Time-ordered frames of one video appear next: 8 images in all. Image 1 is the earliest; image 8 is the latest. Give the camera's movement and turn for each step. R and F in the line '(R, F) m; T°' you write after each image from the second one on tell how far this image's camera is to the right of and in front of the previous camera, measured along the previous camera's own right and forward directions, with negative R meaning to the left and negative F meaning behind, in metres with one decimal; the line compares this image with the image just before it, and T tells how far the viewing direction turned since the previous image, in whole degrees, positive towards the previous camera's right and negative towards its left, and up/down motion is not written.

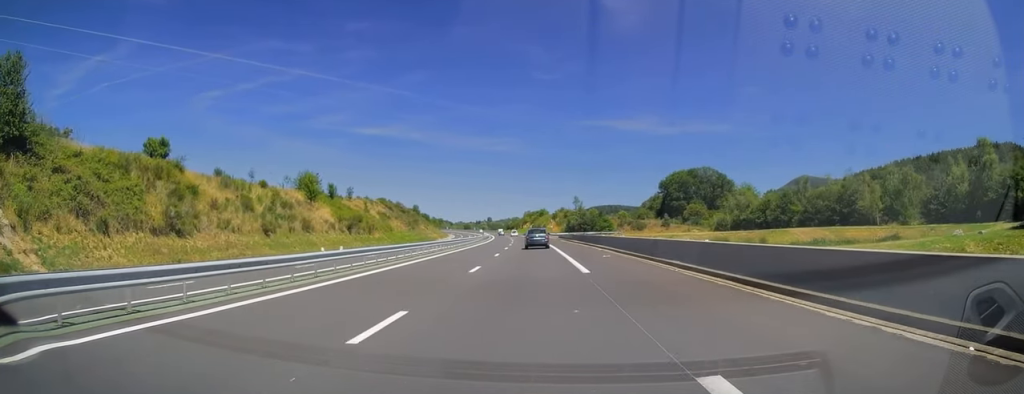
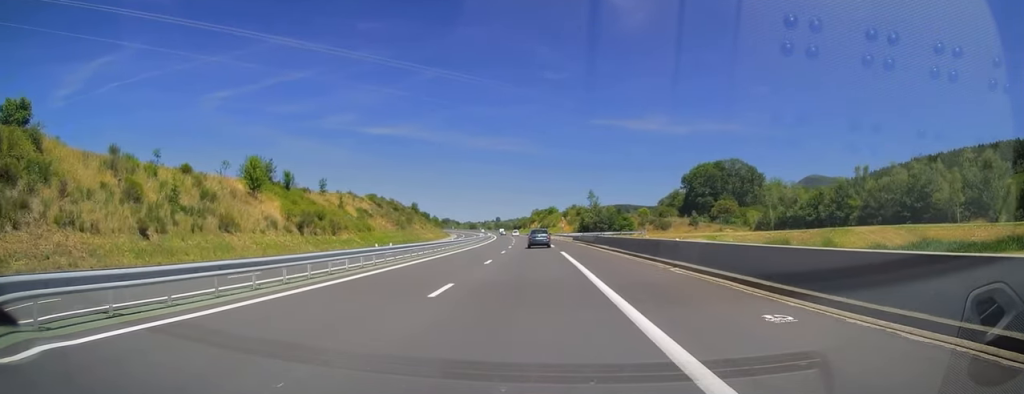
(0.0, +20.7) m; -1°
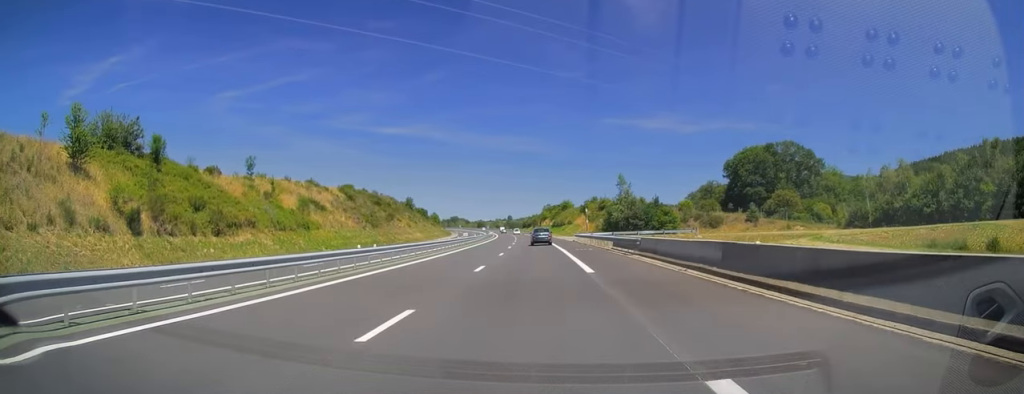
(-0.5, +31.5) m; -2°
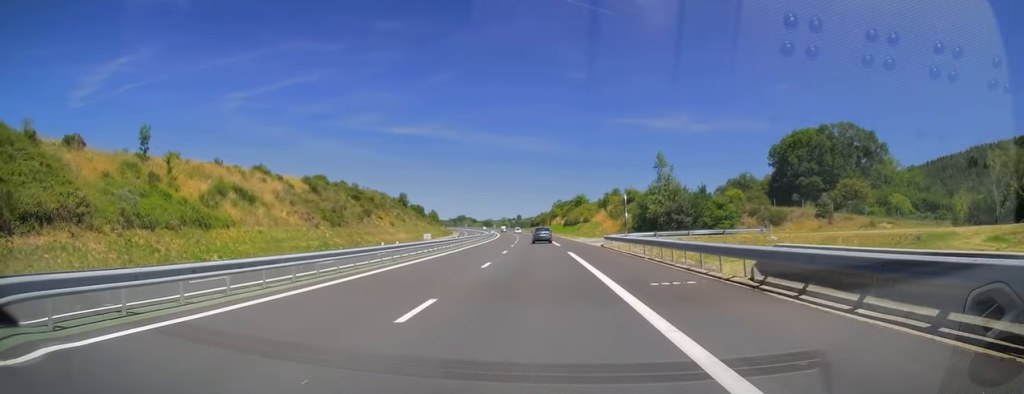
(-0.3, +24.7) m; -1°
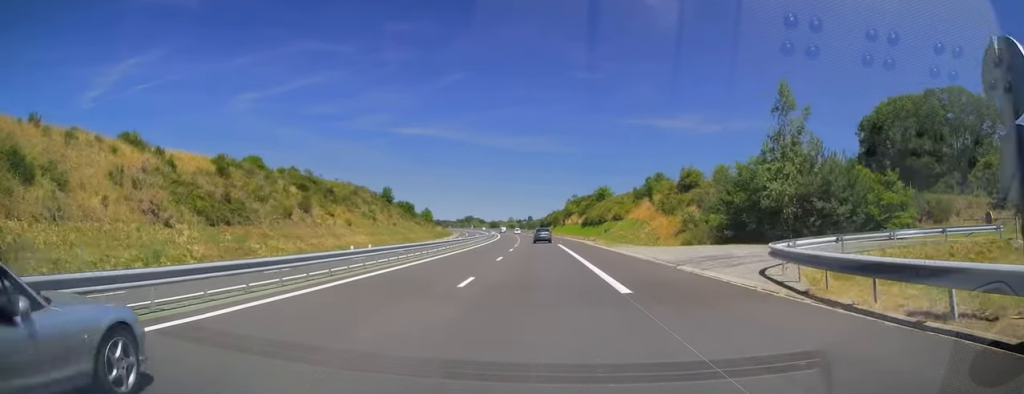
(-0.2, +33.5) m; -1°
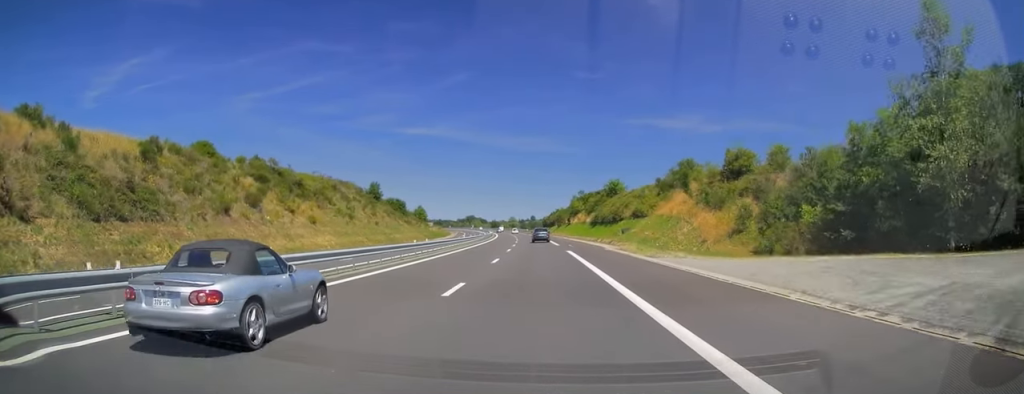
(-0.1, +15.3) m; -1°
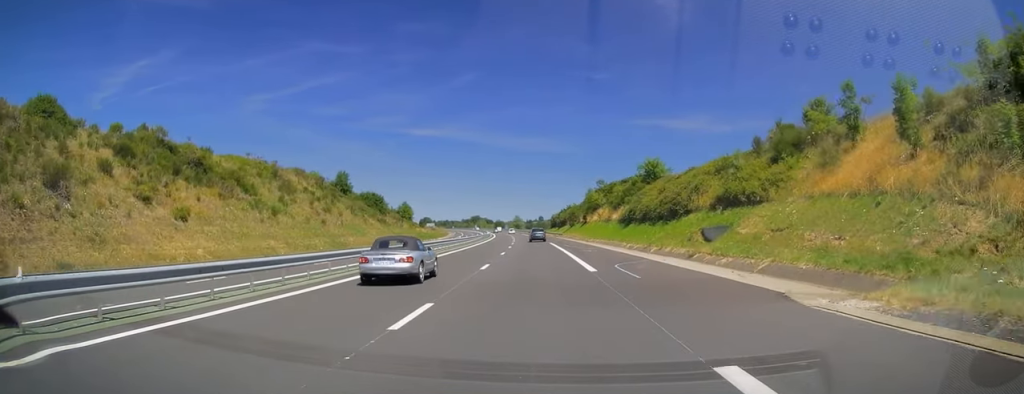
(-0.4, +30.6) m; -1°
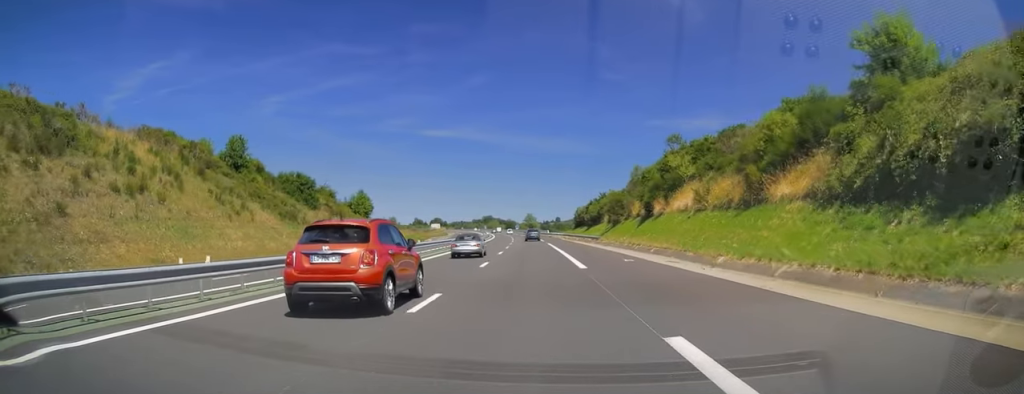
(0.0, +50.7) m; -1°
